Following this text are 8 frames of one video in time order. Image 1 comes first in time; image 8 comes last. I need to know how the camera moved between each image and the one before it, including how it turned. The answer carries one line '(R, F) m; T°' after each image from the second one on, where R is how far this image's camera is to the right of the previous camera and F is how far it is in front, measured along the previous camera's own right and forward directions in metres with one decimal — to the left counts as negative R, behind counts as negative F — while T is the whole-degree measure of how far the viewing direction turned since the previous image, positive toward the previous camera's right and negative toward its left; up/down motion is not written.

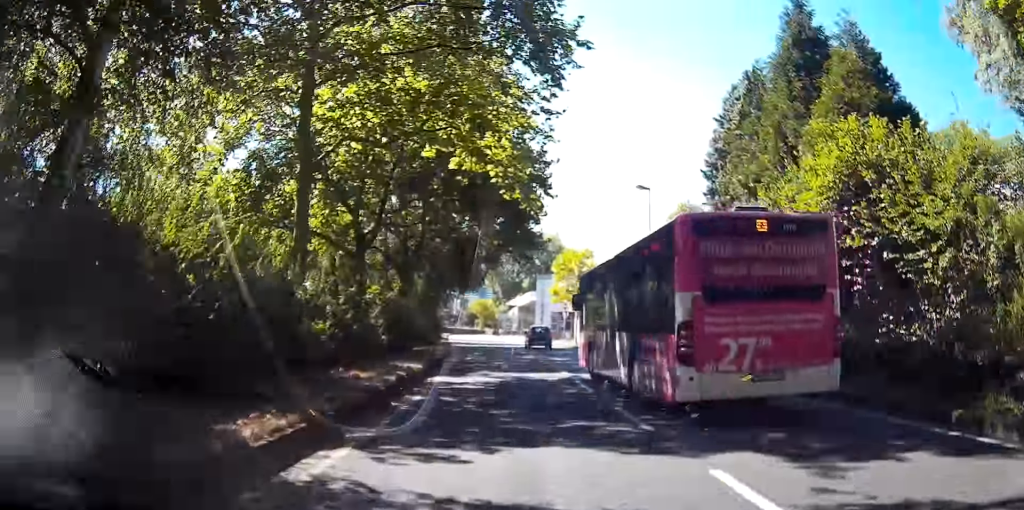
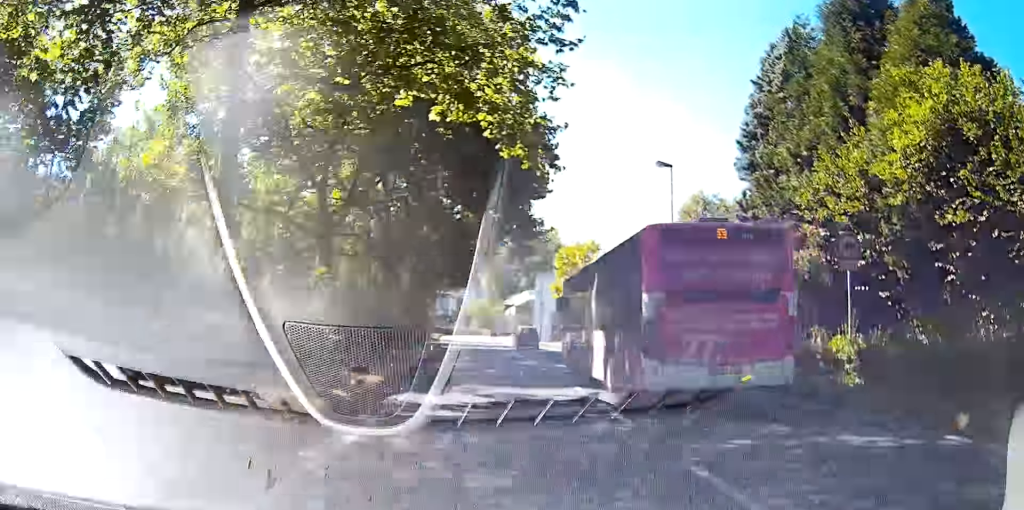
(+0.1, +5.8) m; 0°
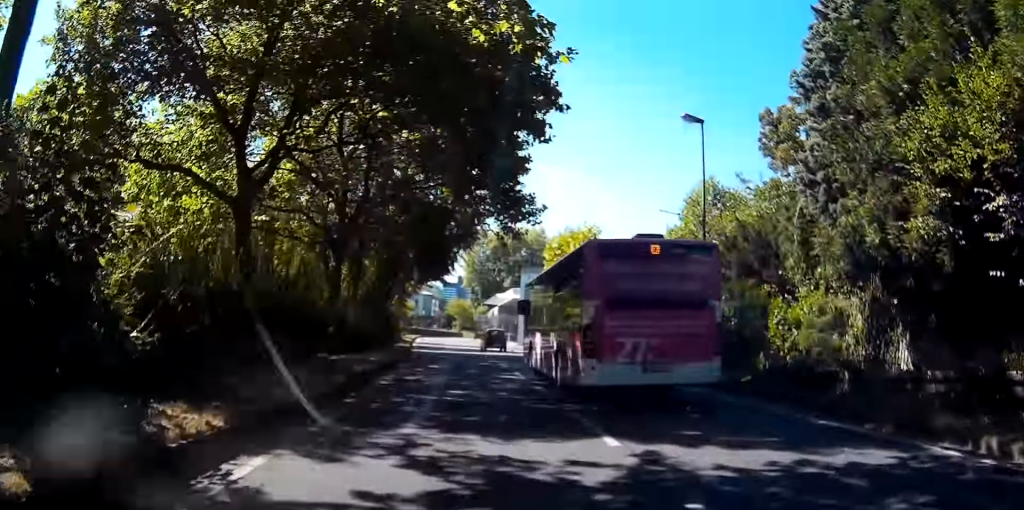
(0.0, +7.8) m; -1°
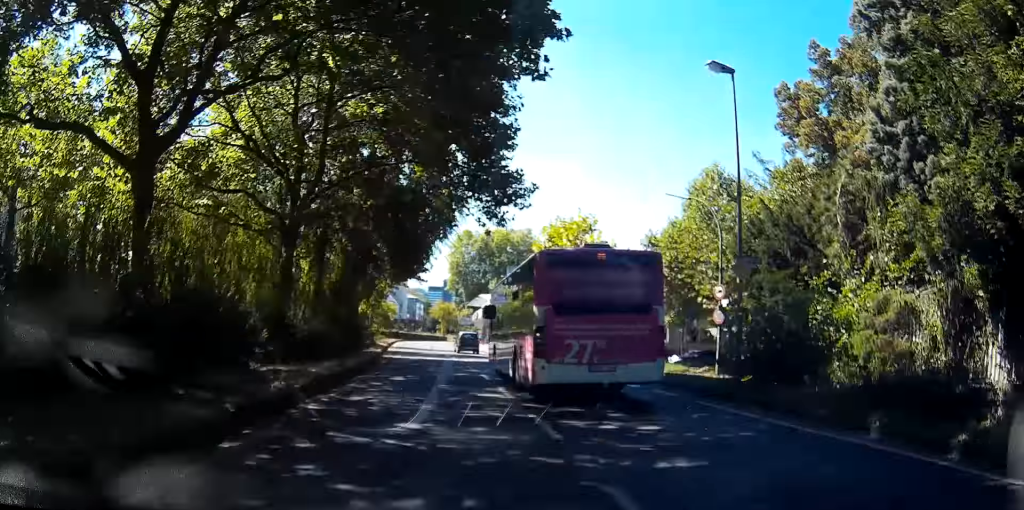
(0.0, +5.5) m; -1°
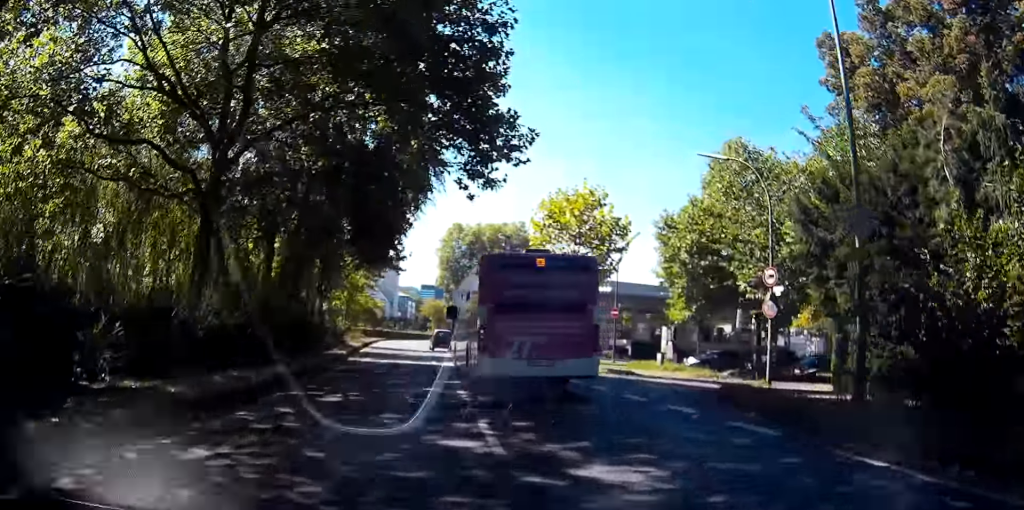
(-0.1, +7.5) m; -1°
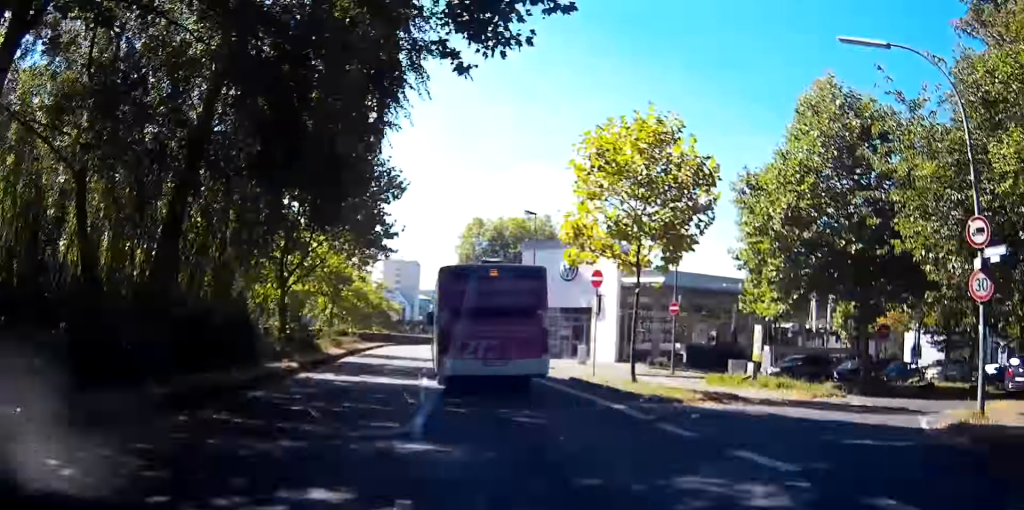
(-0.1, +11.6) m; 0°
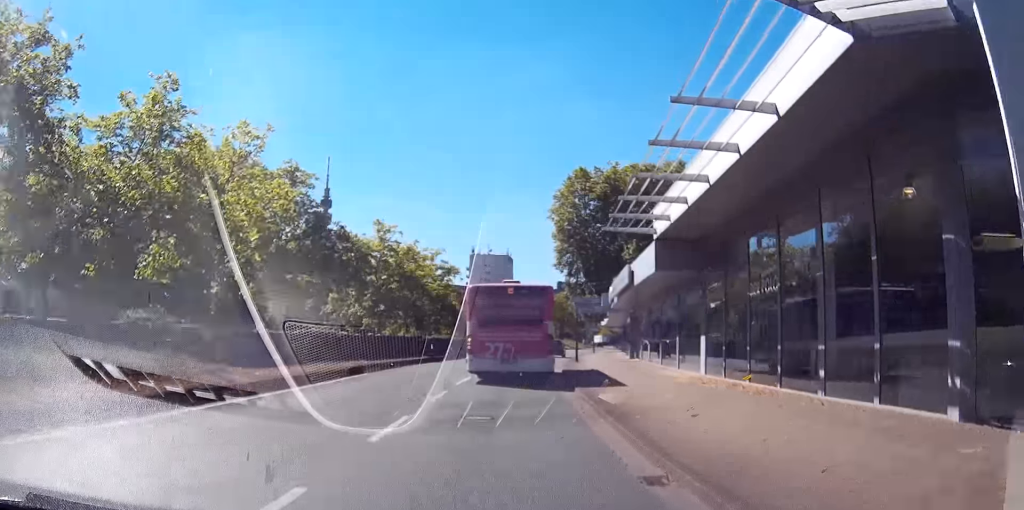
(-1.5, +41.9) m; -4°
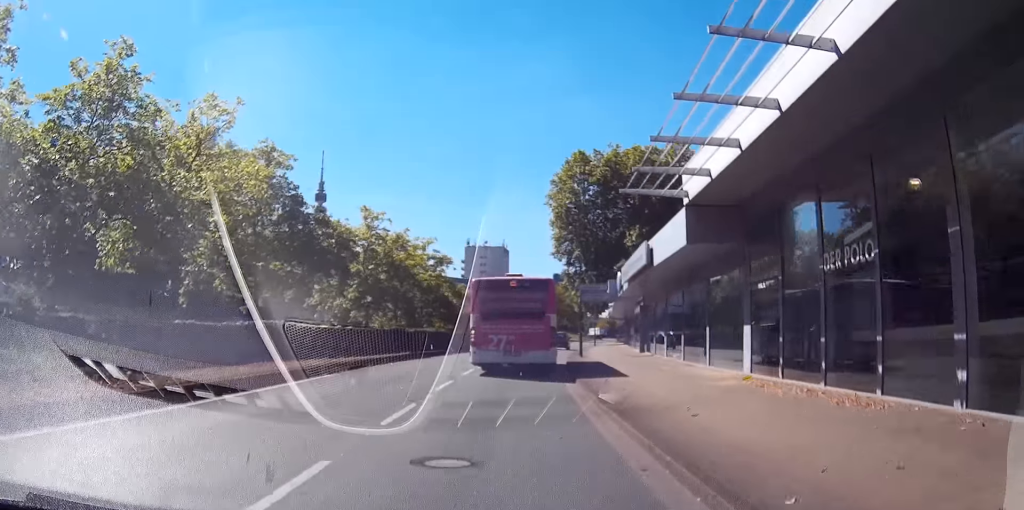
(0.0, +4.9) m; +1°
